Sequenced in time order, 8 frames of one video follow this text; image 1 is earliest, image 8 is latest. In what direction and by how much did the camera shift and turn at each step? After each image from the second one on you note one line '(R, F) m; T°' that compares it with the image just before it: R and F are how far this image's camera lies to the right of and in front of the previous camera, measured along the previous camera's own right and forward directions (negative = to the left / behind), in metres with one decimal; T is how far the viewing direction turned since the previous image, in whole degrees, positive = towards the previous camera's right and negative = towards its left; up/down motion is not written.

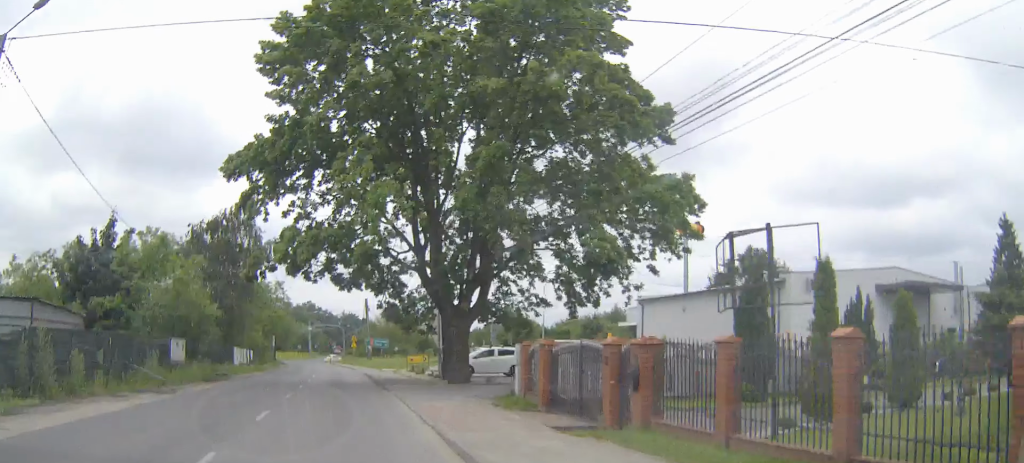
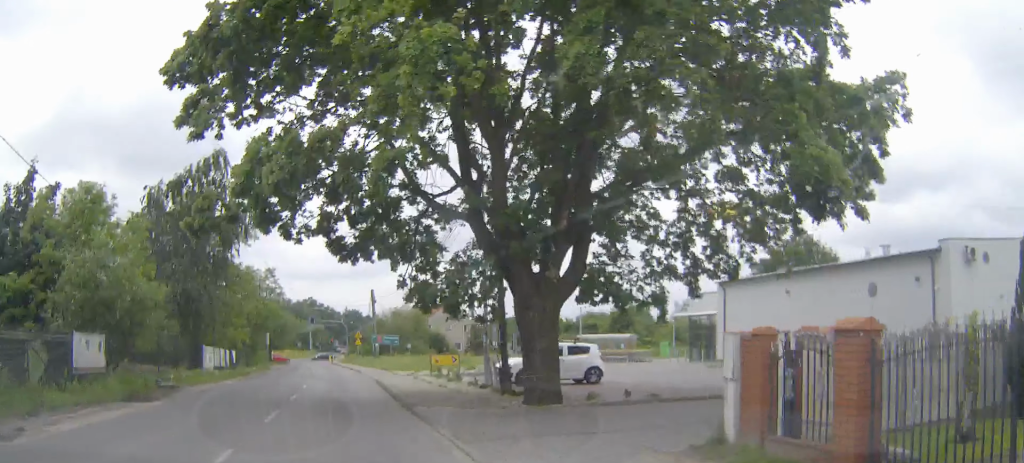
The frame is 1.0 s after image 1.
(-0.1, +11.6) m; 0°
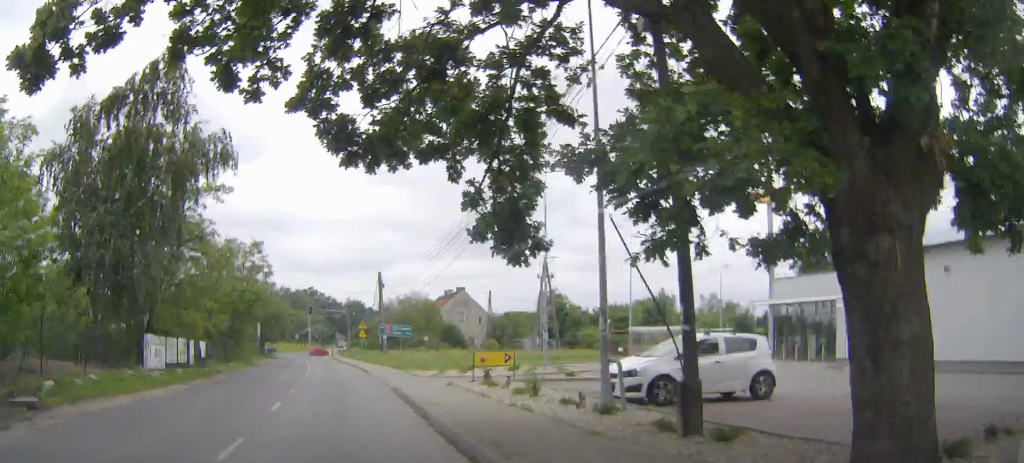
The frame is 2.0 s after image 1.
(0.0, +11.6) m; +1°
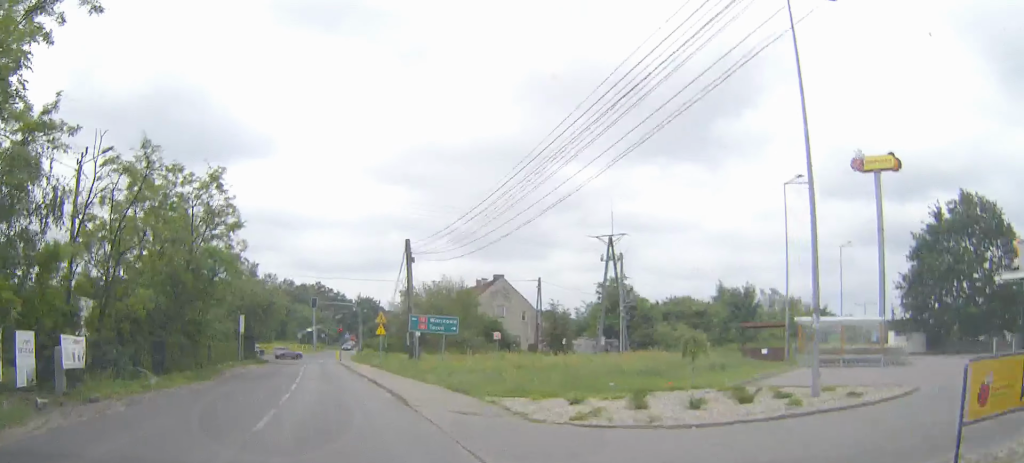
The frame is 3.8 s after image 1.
(0.0, +20.0) m; -1°
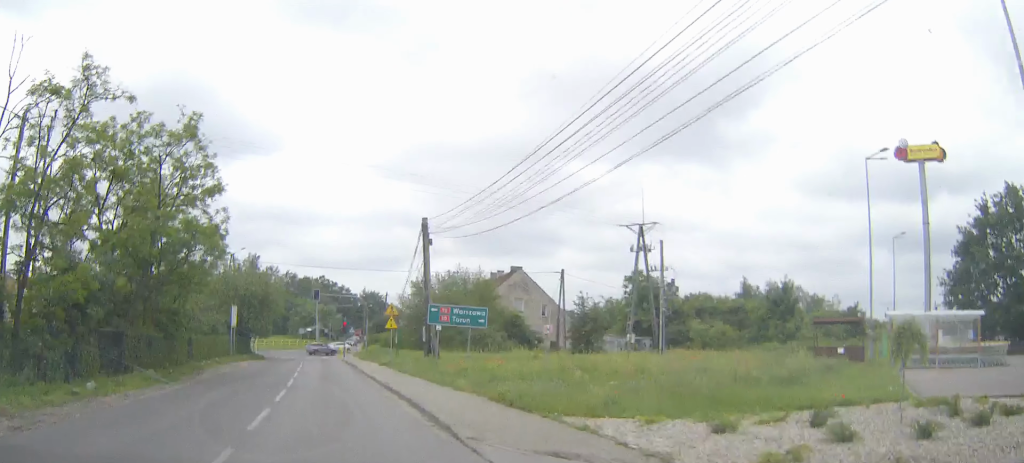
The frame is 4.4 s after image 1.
(-0.1, +6.5) m; -1°
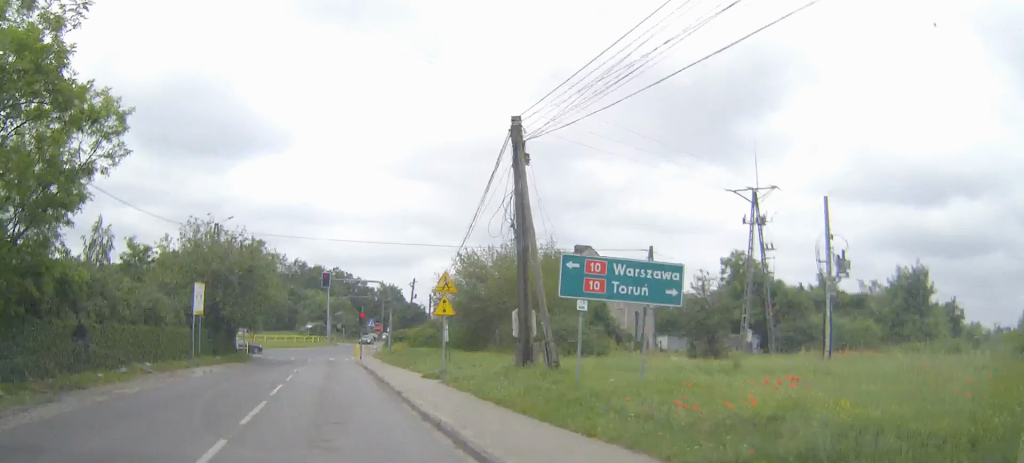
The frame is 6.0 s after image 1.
(-0.2, +17.0) m; -1°
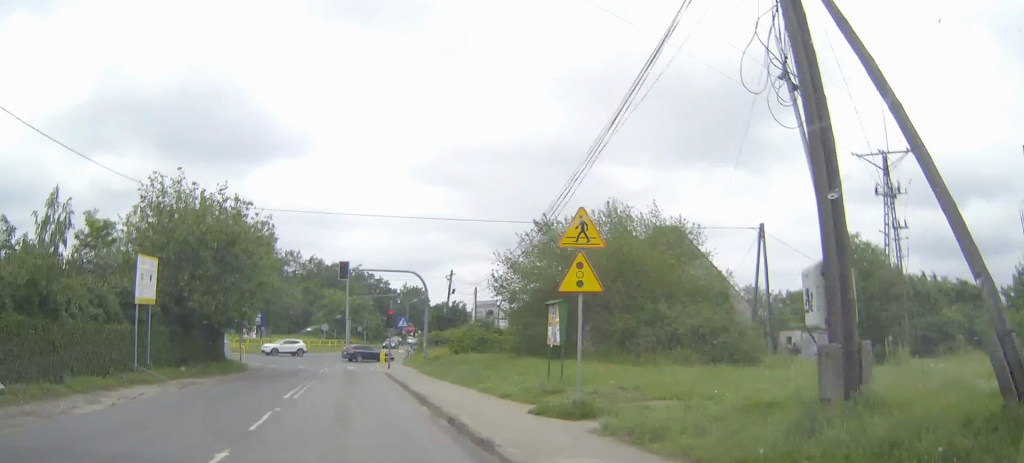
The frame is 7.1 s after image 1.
(-0.1, +11.9) m; -1°
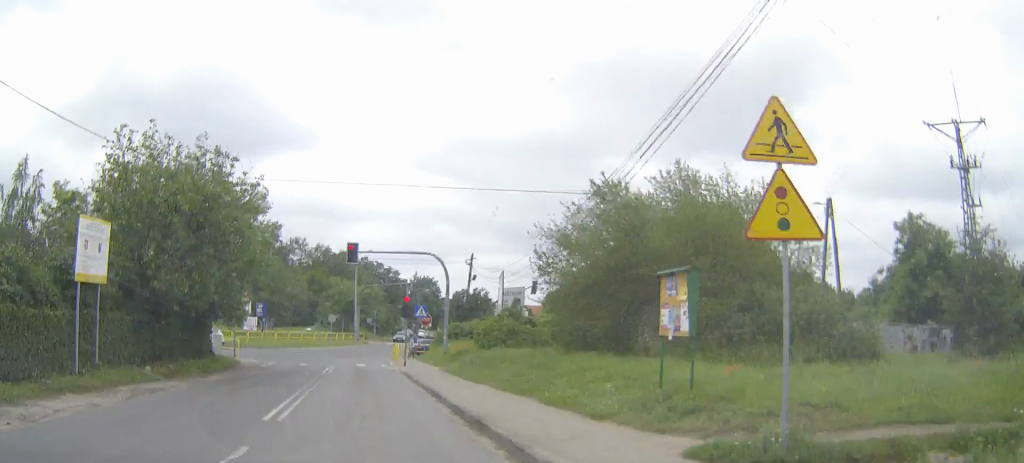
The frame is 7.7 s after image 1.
(0.0, +5.6) m; 0°
